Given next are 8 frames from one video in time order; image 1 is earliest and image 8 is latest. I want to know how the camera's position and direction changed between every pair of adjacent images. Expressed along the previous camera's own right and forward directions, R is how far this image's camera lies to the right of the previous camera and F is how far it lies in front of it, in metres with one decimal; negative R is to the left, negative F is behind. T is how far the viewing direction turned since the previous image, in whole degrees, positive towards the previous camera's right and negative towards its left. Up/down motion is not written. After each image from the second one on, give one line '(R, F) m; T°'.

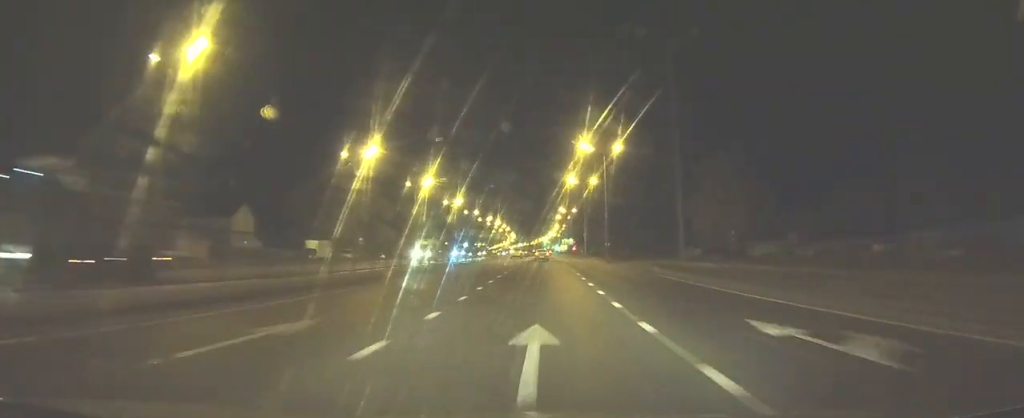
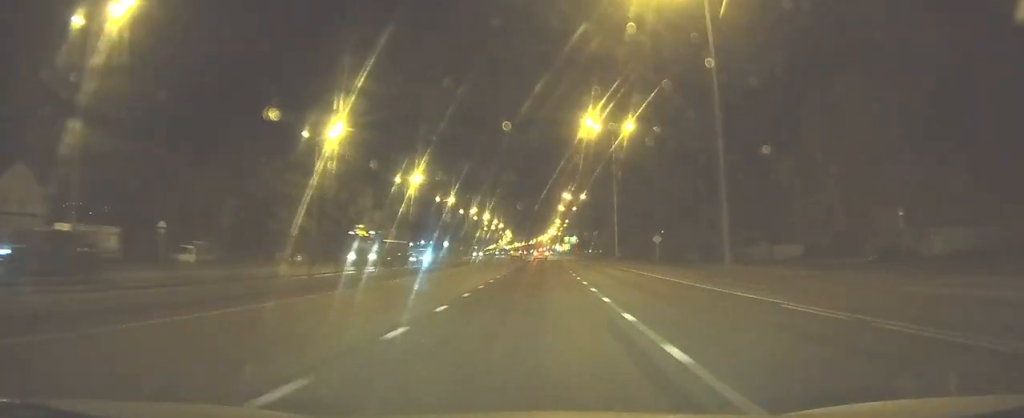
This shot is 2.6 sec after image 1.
(0.0, +45.0) m; 0°
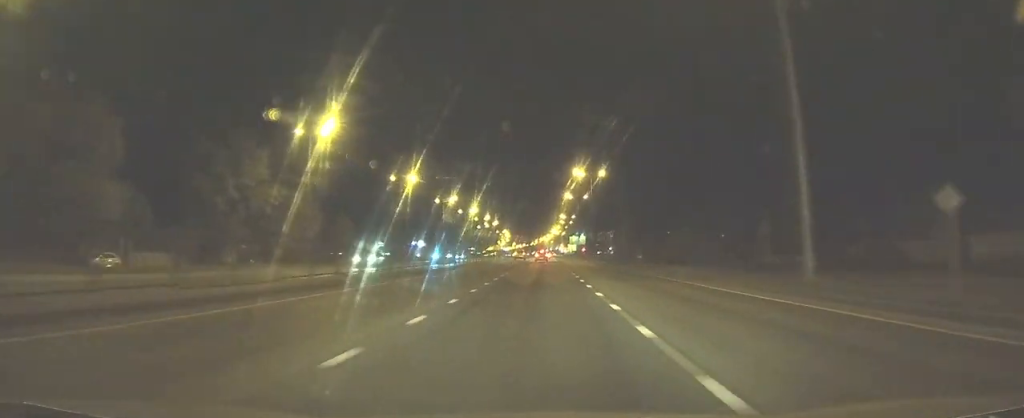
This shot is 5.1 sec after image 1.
(0.0, +43.3) m; 0°
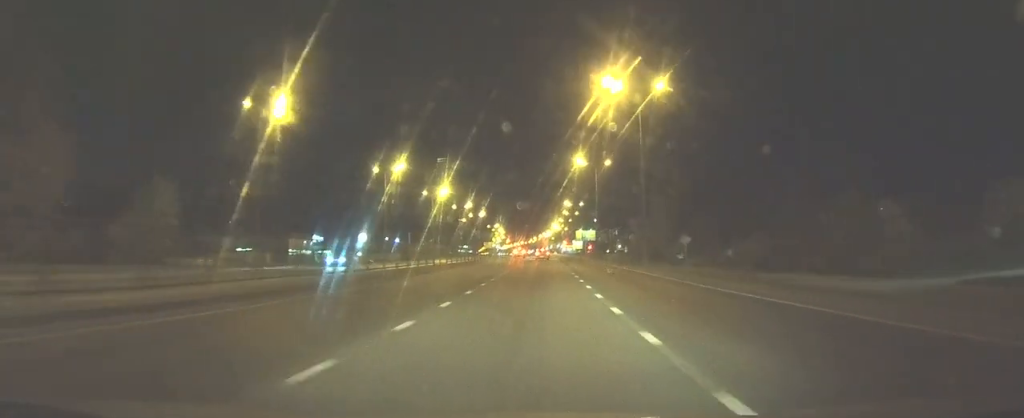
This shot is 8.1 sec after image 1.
(-0.2, +49.1) m; 0°
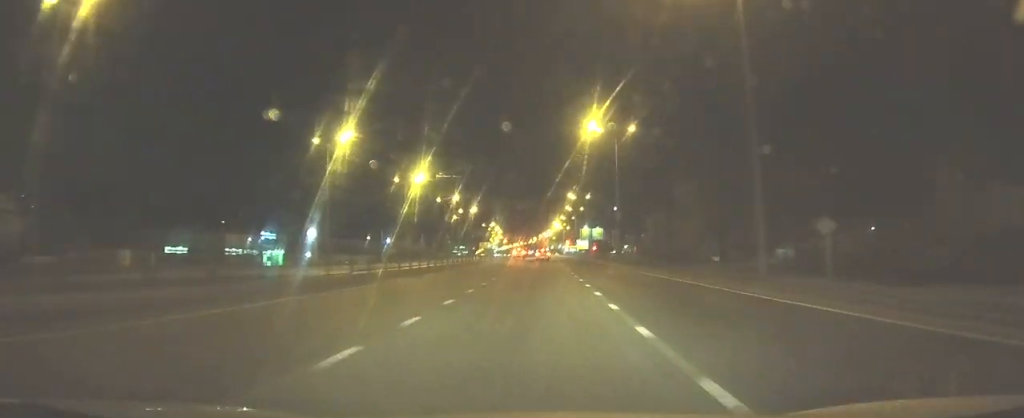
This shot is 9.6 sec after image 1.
(0.0, +22.7) m; 0°
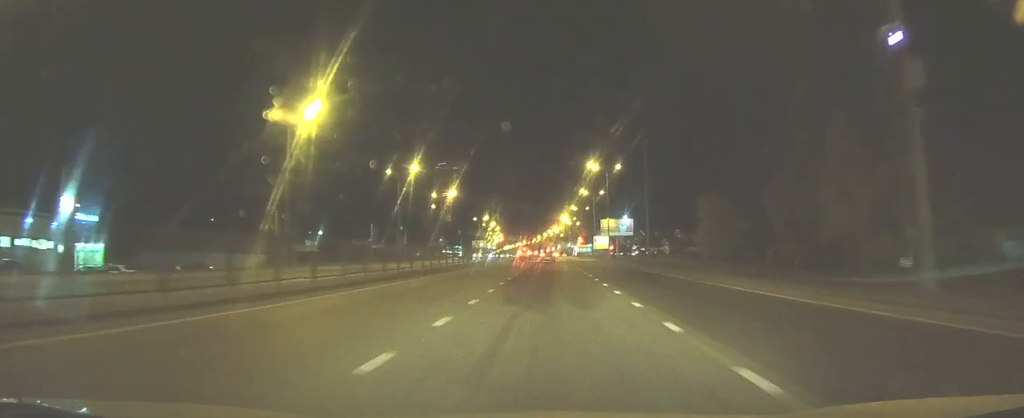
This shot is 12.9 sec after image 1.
(-0.1, +45.7) m; 0°
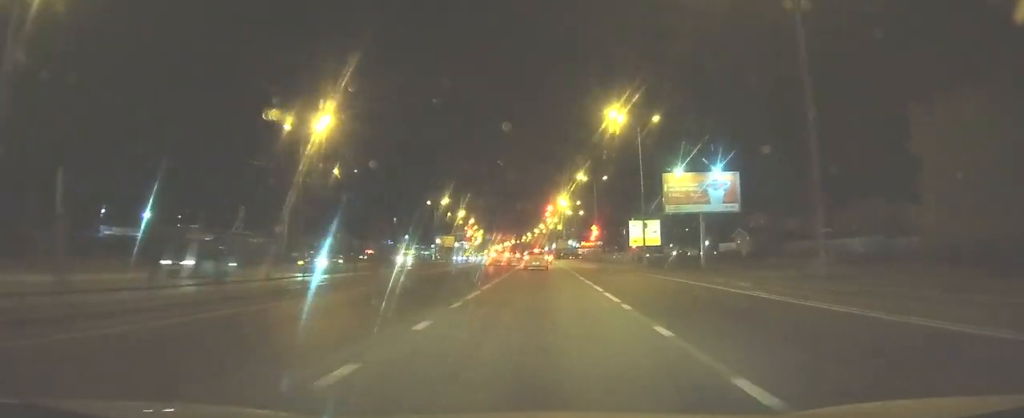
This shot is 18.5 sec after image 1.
(+0.4, +62.0) m; +1°
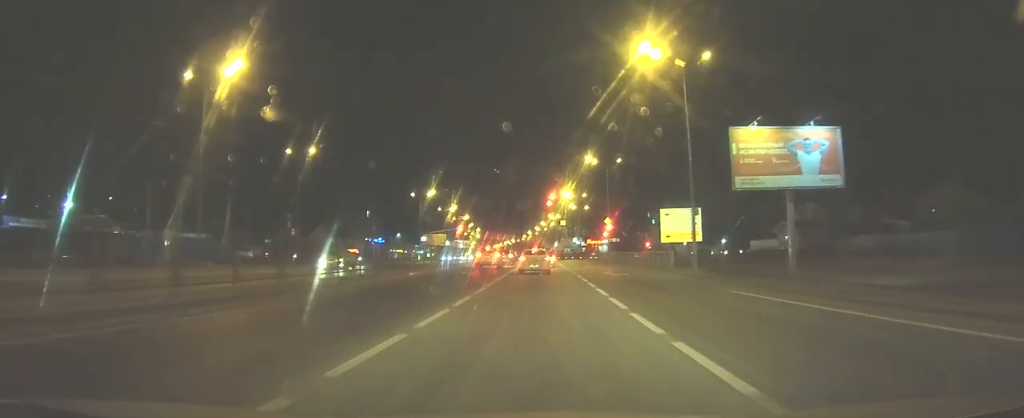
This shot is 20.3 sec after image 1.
(0.0, +15.7) m; 0°
